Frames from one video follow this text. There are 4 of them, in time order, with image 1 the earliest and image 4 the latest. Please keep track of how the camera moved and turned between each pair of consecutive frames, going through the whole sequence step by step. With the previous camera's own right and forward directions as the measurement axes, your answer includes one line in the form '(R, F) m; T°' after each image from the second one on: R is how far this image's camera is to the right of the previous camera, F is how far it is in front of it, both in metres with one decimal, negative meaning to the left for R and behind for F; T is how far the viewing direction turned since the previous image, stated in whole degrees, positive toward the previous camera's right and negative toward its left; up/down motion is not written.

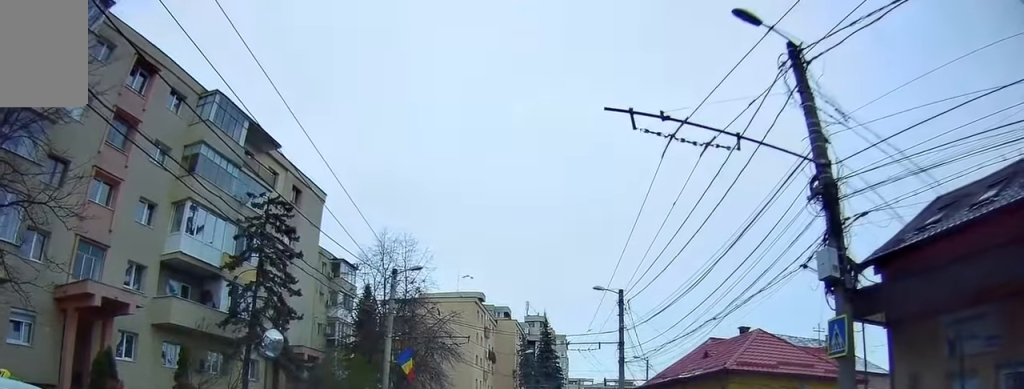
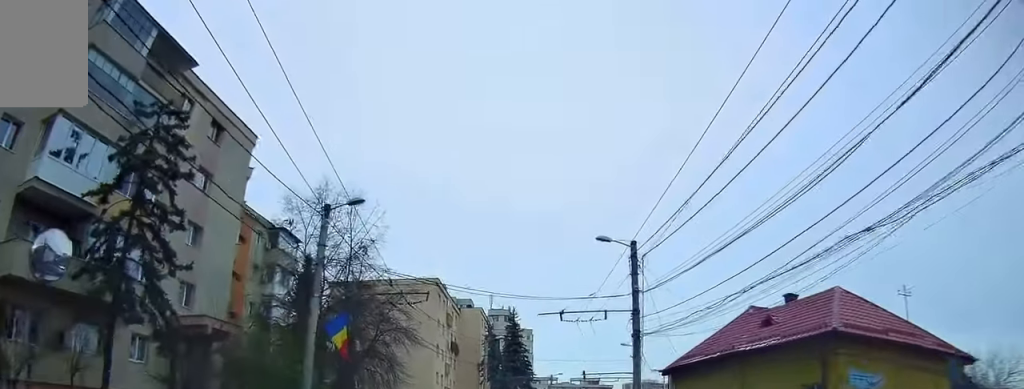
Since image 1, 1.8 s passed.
(0.0, +6.0) m; +1°
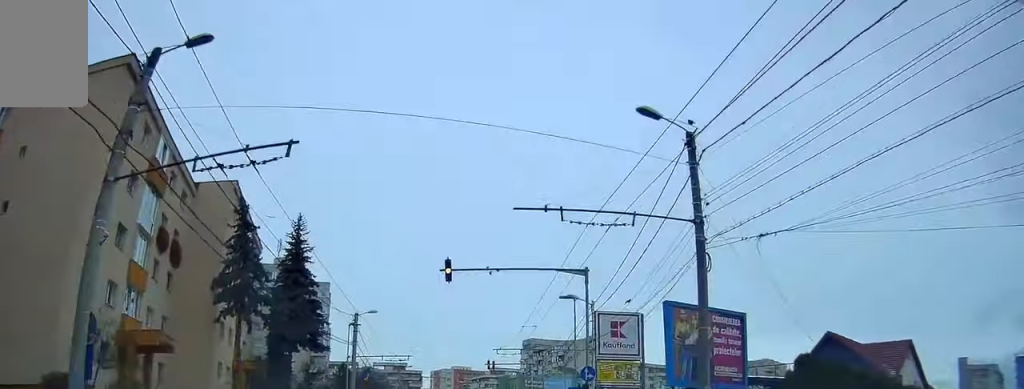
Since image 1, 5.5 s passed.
(+2.9, +35.4) m; +14°
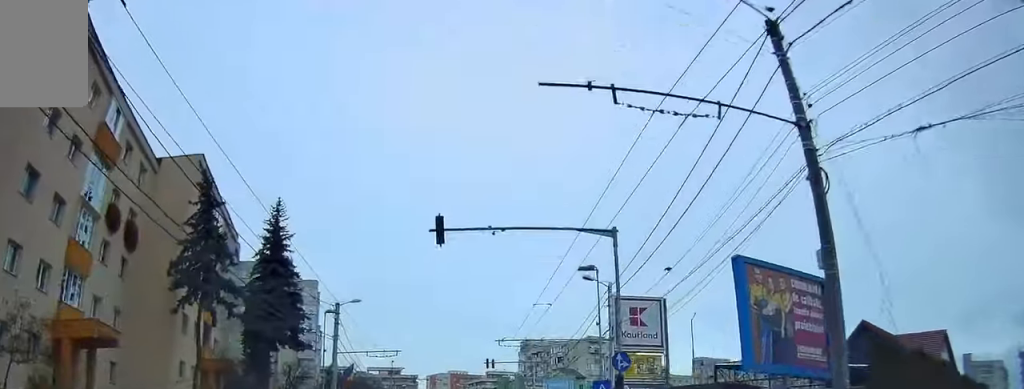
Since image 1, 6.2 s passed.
(+0.6, +6.6) m; +1°
